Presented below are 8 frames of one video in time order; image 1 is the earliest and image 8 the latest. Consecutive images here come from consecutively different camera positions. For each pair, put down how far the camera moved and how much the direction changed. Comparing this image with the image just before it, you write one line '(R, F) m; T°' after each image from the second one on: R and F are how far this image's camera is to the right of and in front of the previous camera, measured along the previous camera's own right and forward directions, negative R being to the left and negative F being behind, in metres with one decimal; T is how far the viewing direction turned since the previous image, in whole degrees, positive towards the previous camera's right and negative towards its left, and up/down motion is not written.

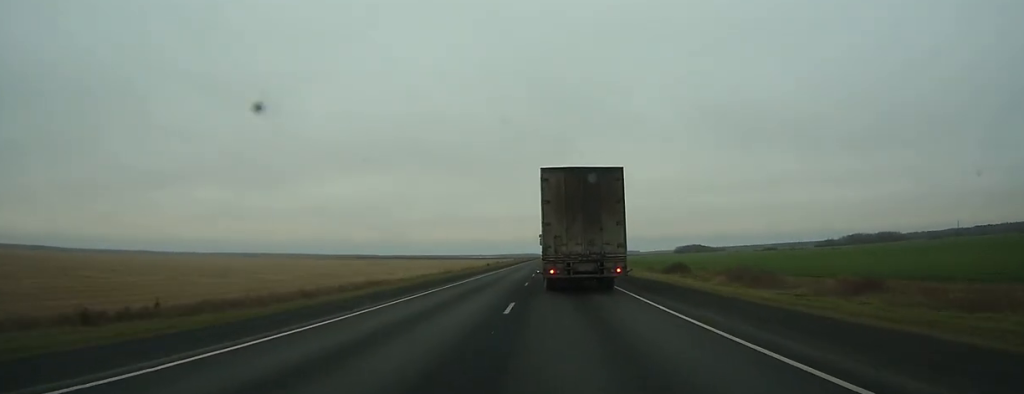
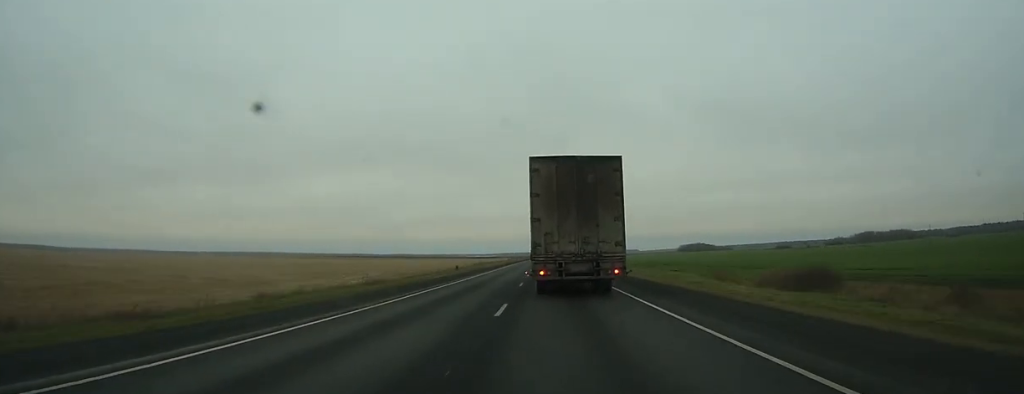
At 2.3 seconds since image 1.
(+0.4, +48.0) m; 0°
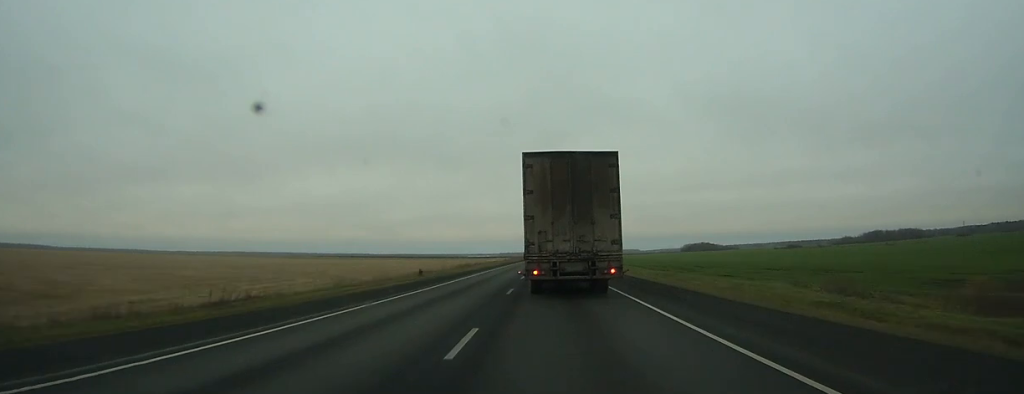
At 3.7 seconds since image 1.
(0.0, +29.7) m; 0°
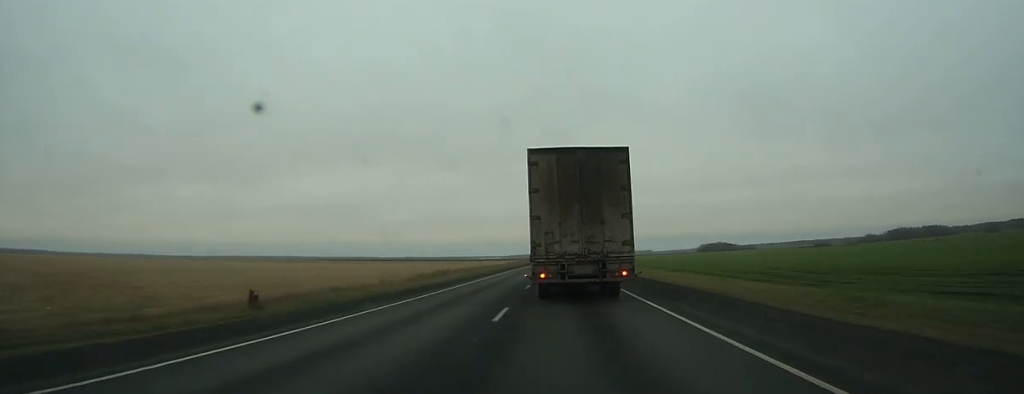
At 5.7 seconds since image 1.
(-0.2, +44.0) m; 0°
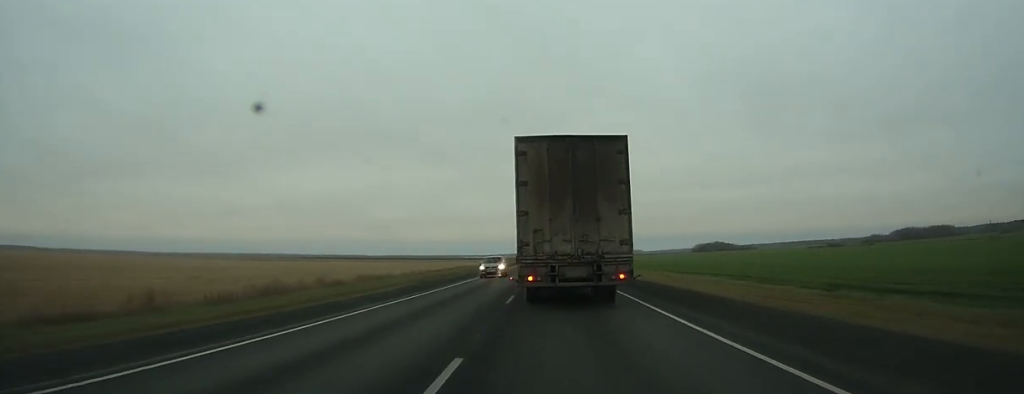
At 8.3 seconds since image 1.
(-0.2, +56.1) m; 0°
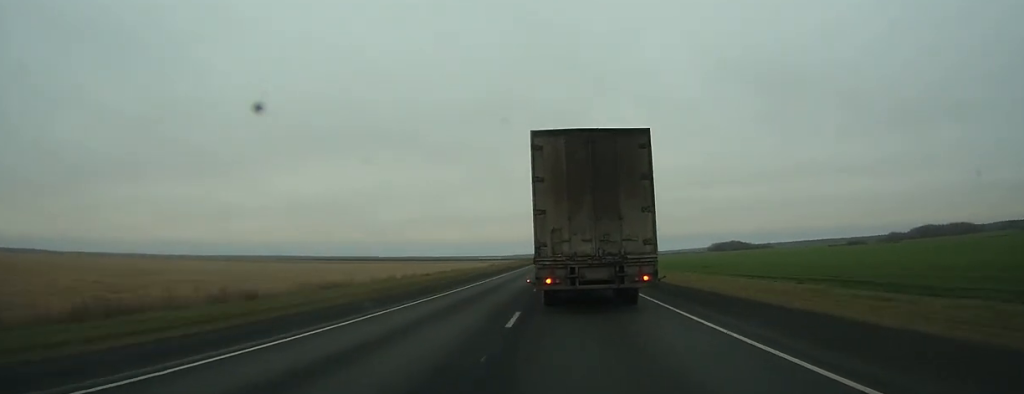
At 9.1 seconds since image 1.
(0.0, +17.5) m; 0°
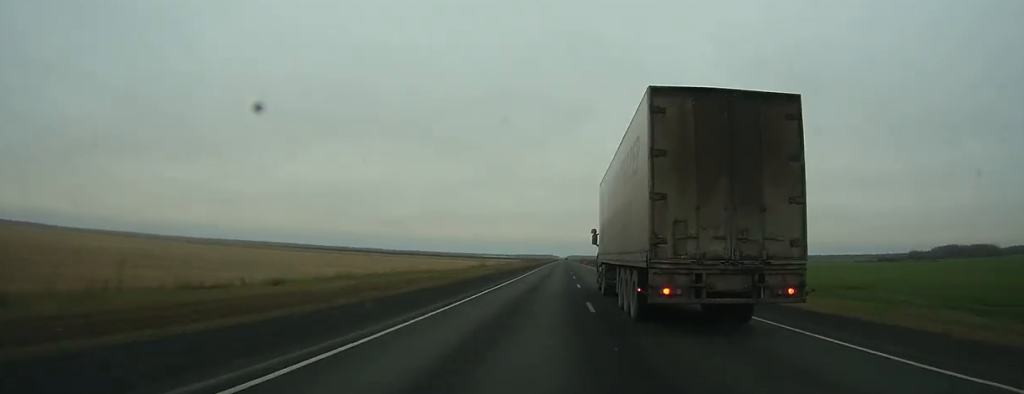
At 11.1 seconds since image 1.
(-0.3, +44.0) m; 0°
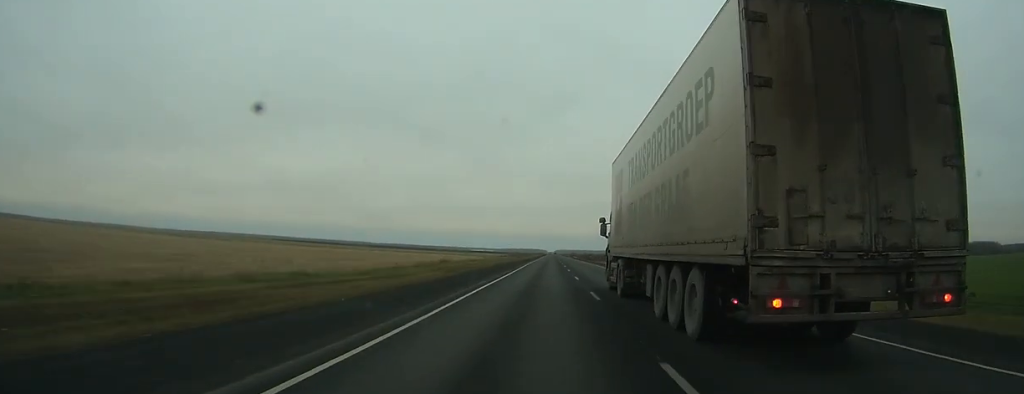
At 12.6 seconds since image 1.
(0.0, +32.2) m; 0°
